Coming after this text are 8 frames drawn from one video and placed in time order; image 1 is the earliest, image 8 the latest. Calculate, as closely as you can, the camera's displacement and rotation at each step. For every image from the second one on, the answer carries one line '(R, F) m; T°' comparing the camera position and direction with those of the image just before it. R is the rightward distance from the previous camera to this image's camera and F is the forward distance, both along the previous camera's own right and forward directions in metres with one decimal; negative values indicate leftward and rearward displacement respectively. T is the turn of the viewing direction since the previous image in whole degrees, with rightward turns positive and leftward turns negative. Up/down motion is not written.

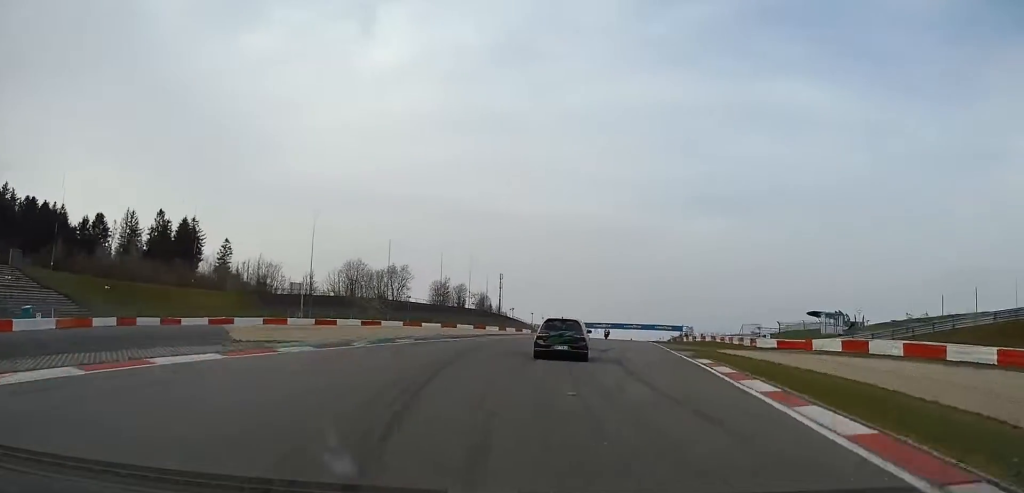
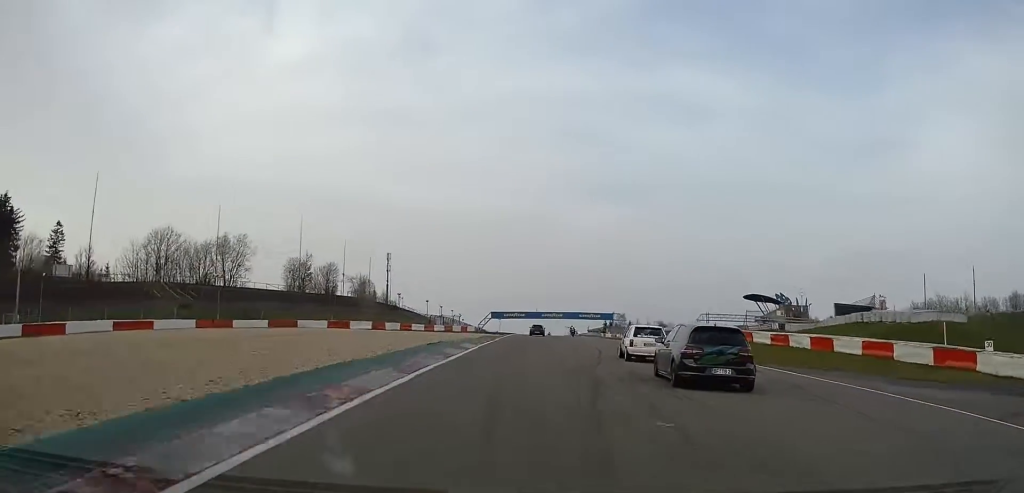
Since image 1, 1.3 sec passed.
(+5.4, +49.0) m; +12°
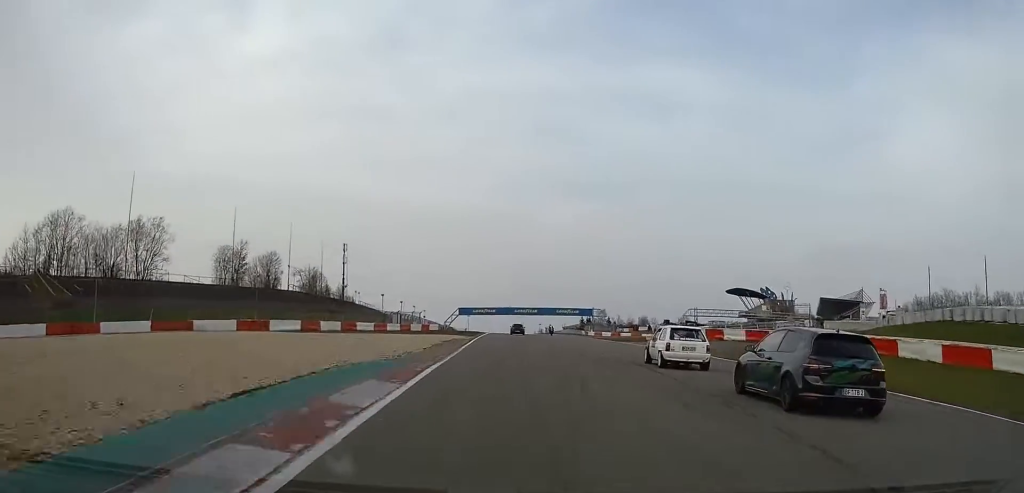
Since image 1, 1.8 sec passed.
(+1.0, +20.1) m; +3°
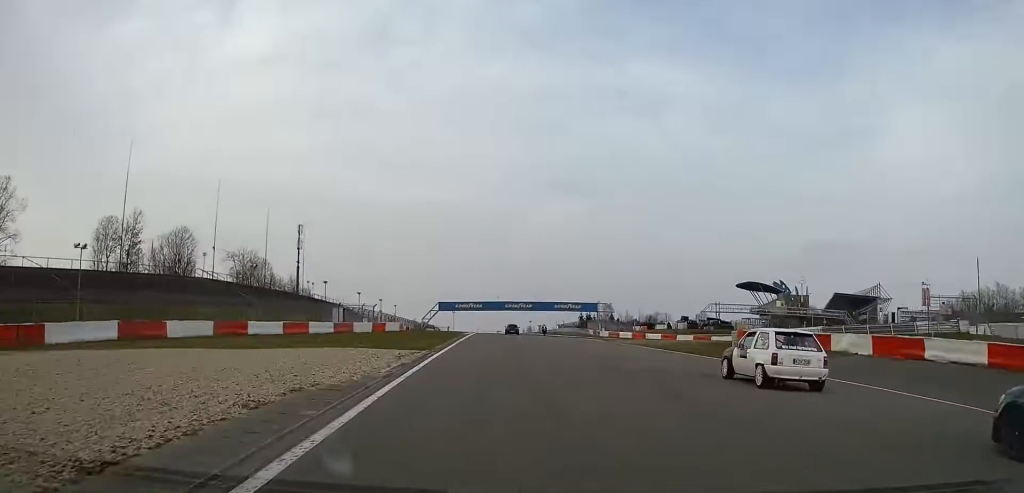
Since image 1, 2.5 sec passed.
(+1.1, +31.9) m; +3°
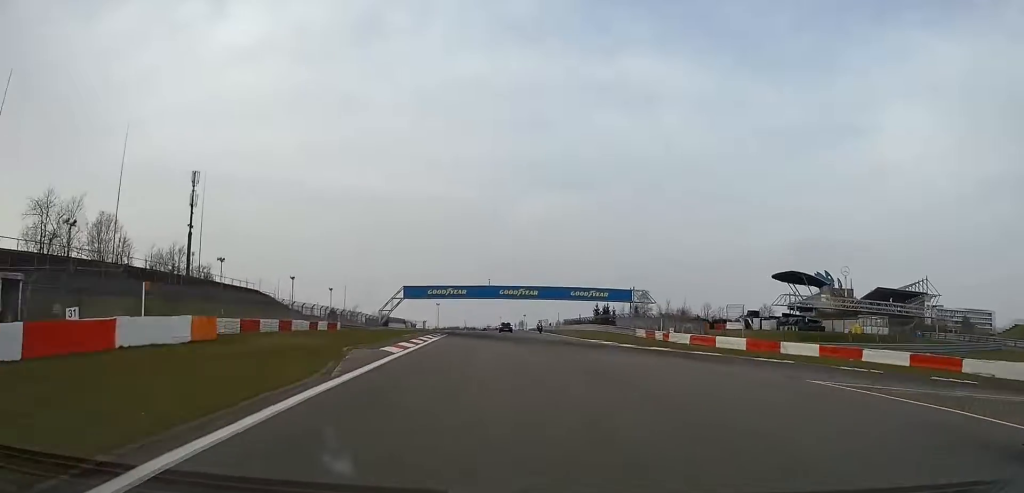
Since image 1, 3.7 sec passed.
(+1.1, +51.9) m; +1°
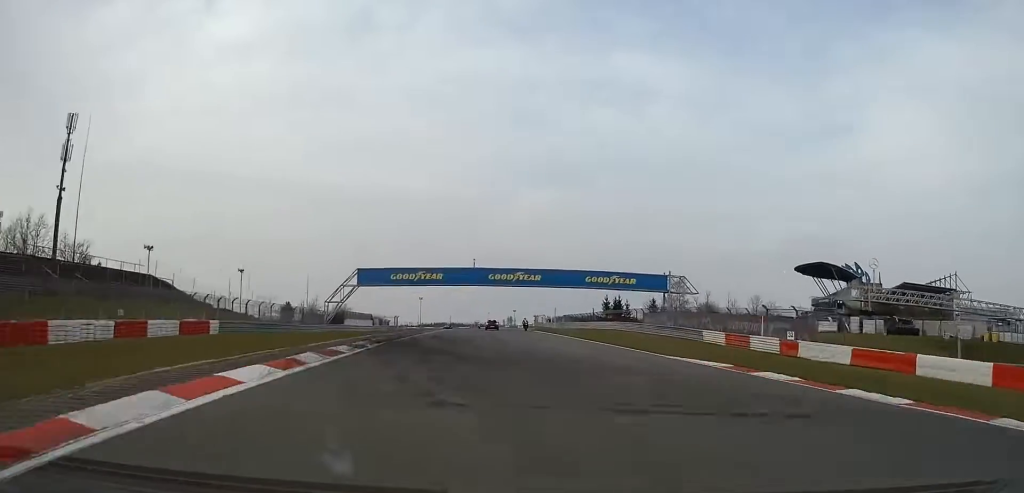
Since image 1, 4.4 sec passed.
(0.0, +31.0) m; 0°
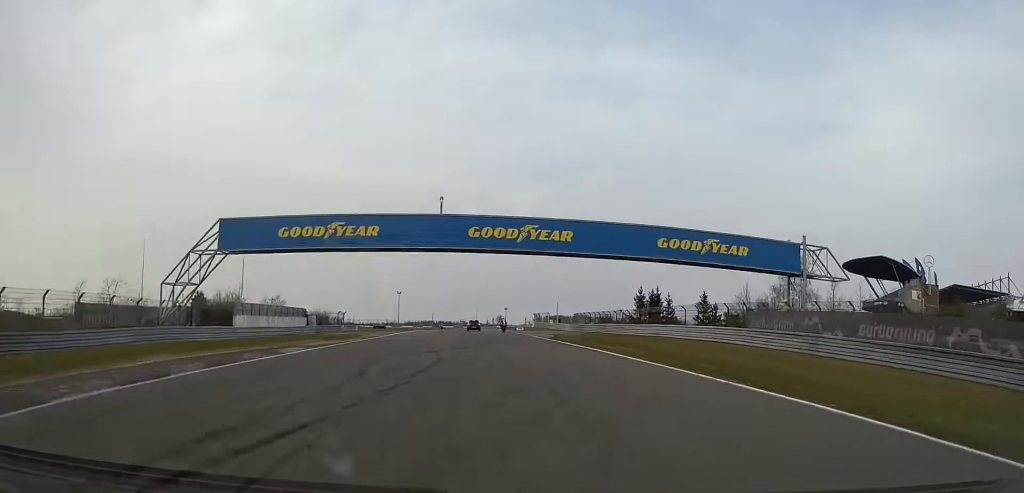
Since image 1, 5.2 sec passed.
(+0.1, +41.8) m; 0°
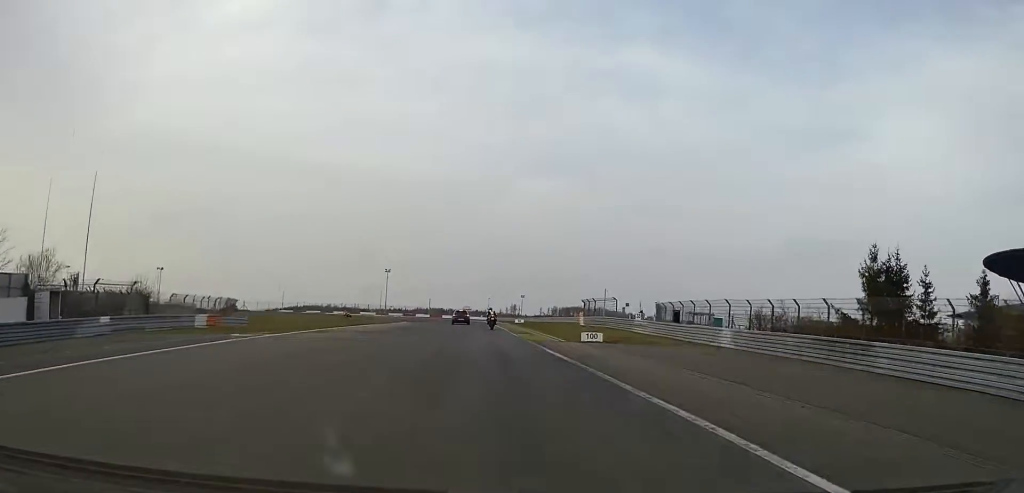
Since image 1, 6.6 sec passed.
(-0.3, +62.2) m; -1°
